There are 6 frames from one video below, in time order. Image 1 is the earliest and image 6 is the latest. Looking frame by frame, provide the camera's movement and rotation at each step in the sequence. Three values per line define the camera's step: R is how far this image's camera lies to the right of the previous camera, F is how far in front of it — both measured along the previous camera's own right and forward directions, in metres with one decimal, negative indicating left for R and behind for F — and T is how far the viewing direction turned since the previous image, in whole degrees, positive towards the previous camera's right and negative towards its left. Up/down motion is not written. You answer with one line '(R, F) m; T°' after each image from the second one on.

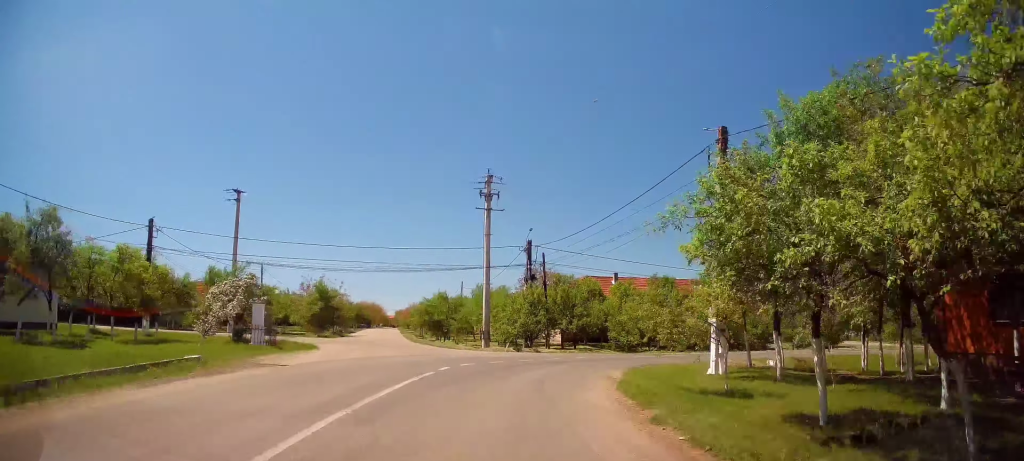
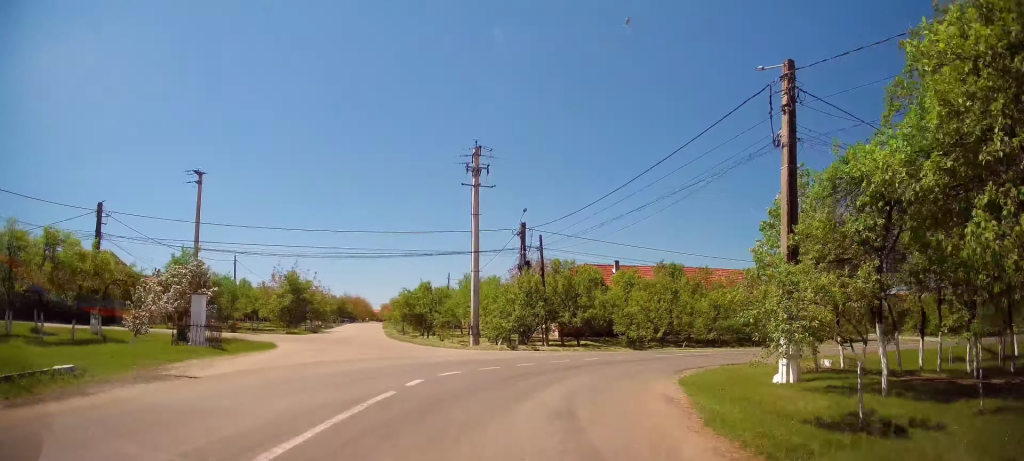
(+0.2, +5.1) m; +1°
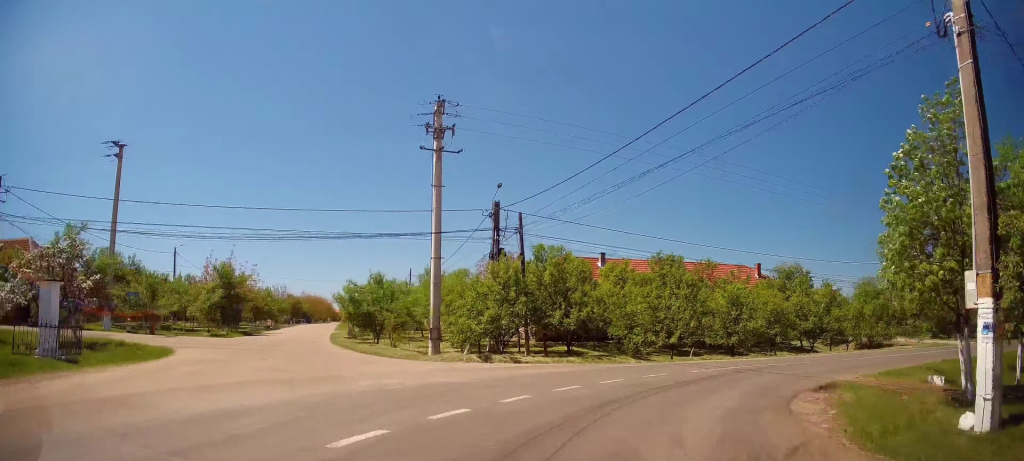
(0.0, +7.8) m; -1°
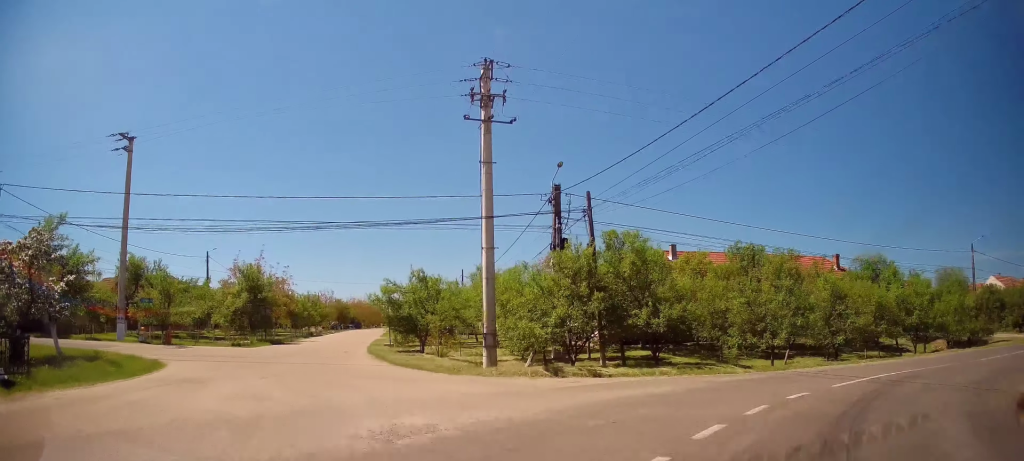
(-0.1, +5.3) m; -4°
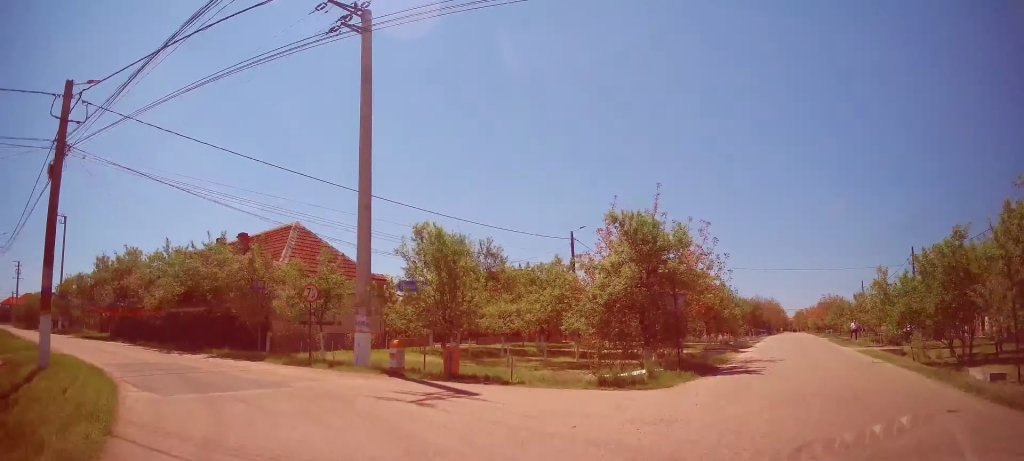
(-5.2, +16.7) m; -41°
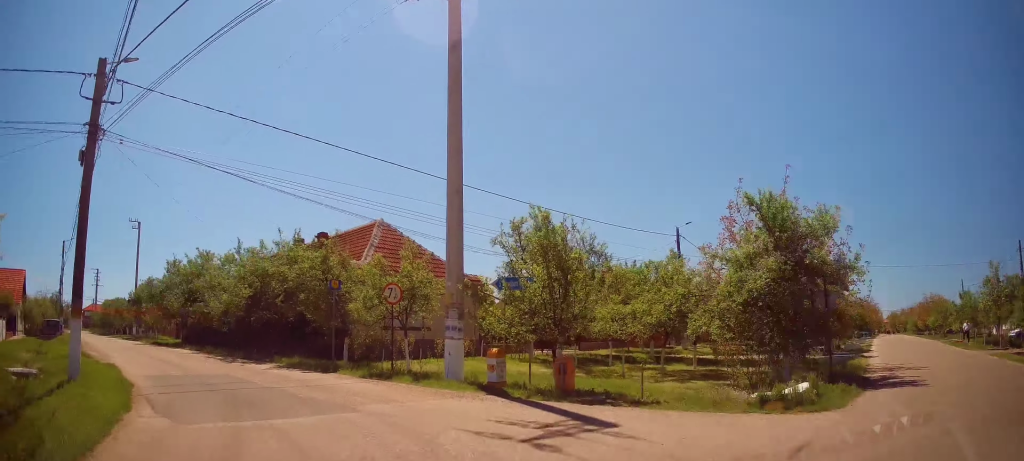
(-0.3, +2.4) m; -8°
